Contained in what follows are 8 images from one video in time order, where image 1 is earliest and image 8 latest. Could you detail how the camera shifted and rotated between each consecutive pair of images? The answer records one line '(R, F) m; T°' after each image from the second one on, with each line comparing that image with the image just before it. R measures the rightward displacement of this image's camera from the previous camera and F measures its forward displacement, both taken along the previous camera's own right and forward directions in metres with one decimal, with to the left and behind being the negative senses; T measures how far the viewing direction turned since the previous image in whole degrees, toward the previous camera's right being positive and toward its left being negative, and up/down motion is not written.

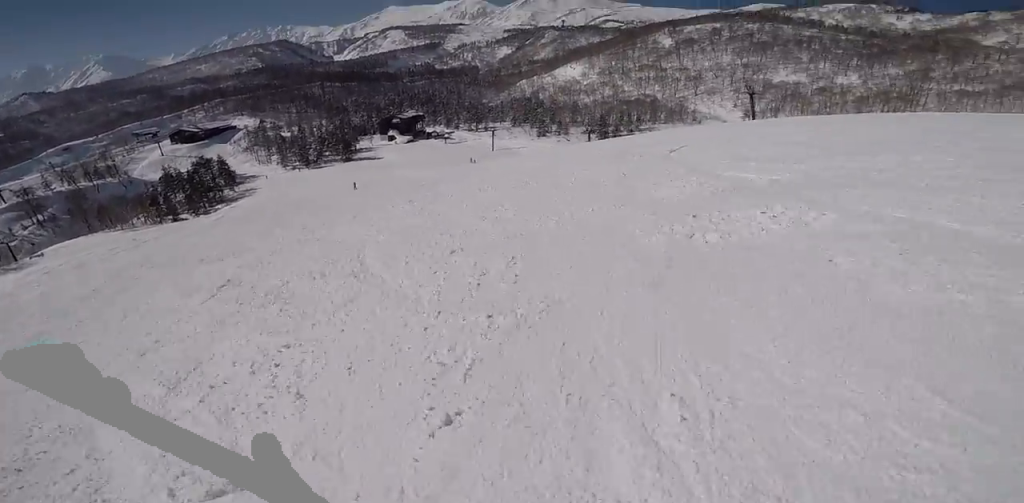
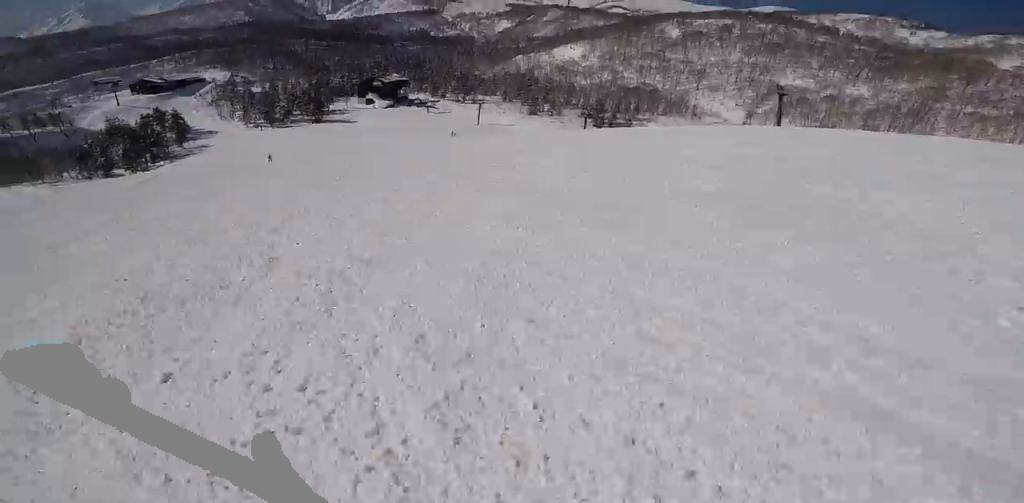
(+0.9, +10.5) m; -9°
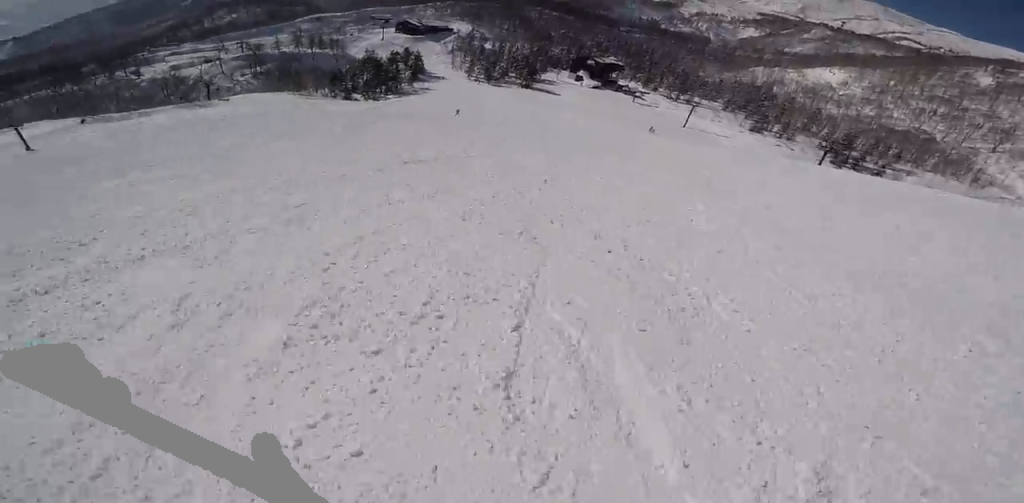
(-1.1, +6.1) m; -15°
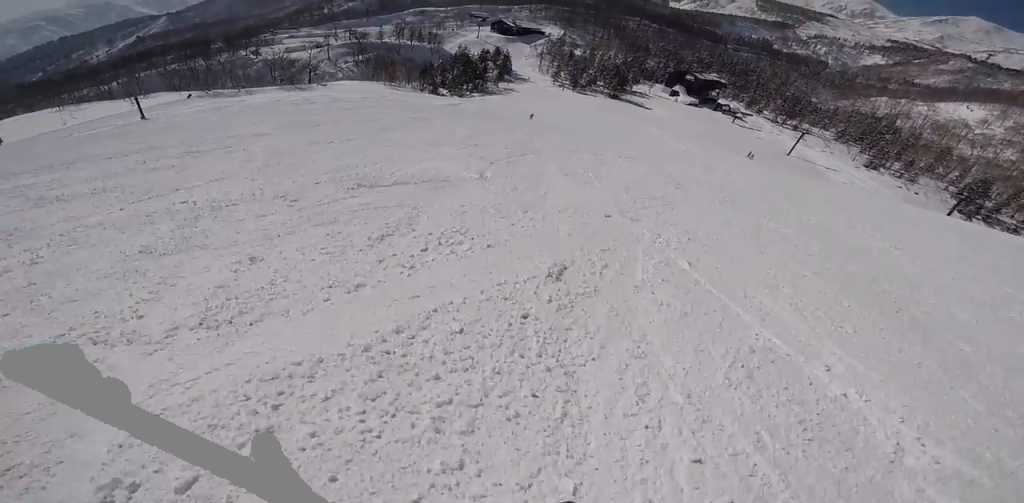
(-0.7, +4.9) m; -11°
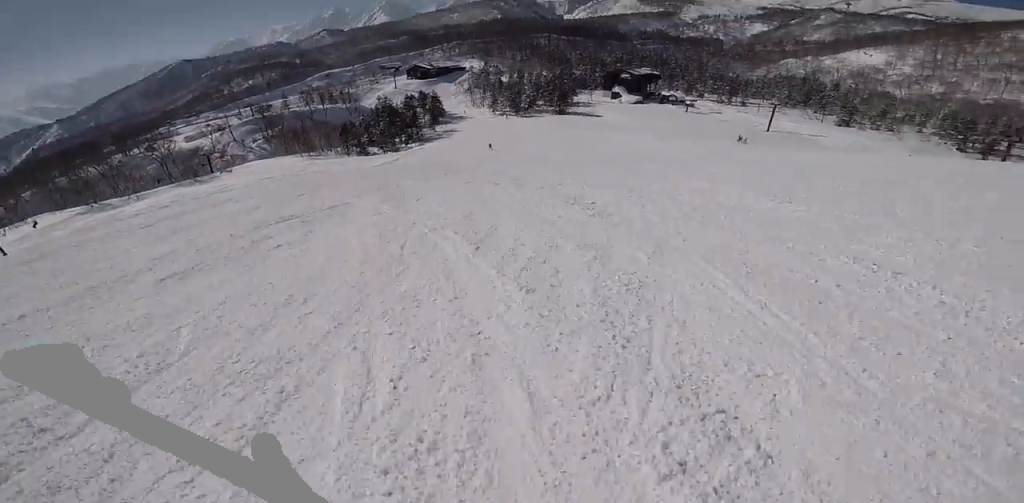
(0.0, +18.7) m; +11°
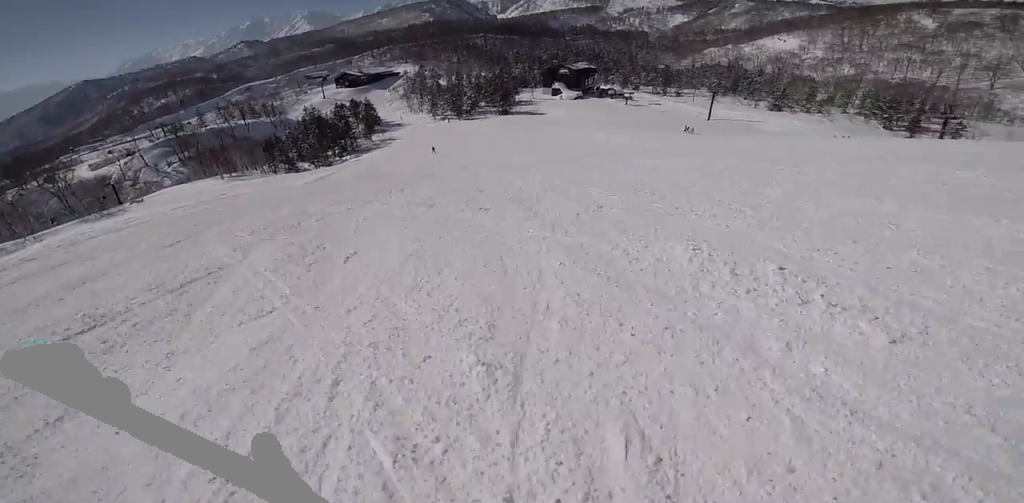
(+0.7, +5.2) m; 0°
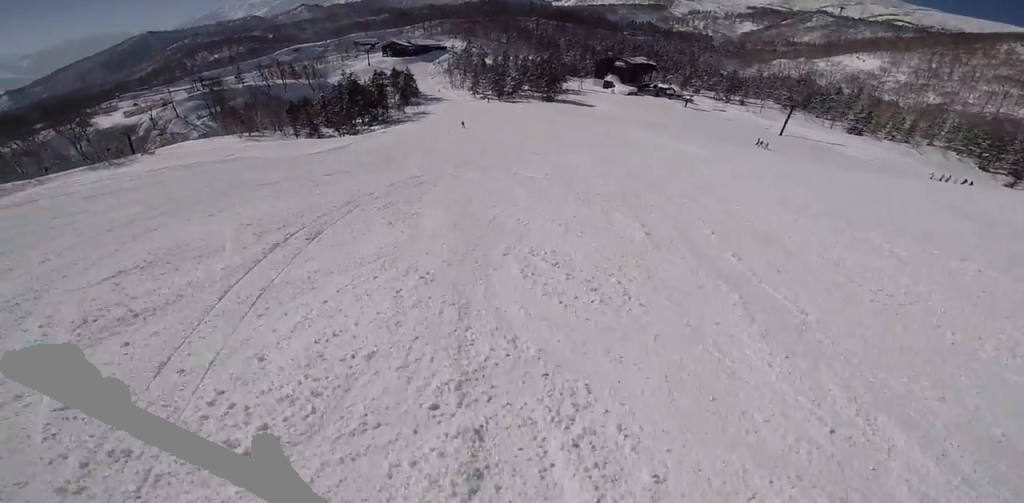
(+0.2, +9.4) m; -2°
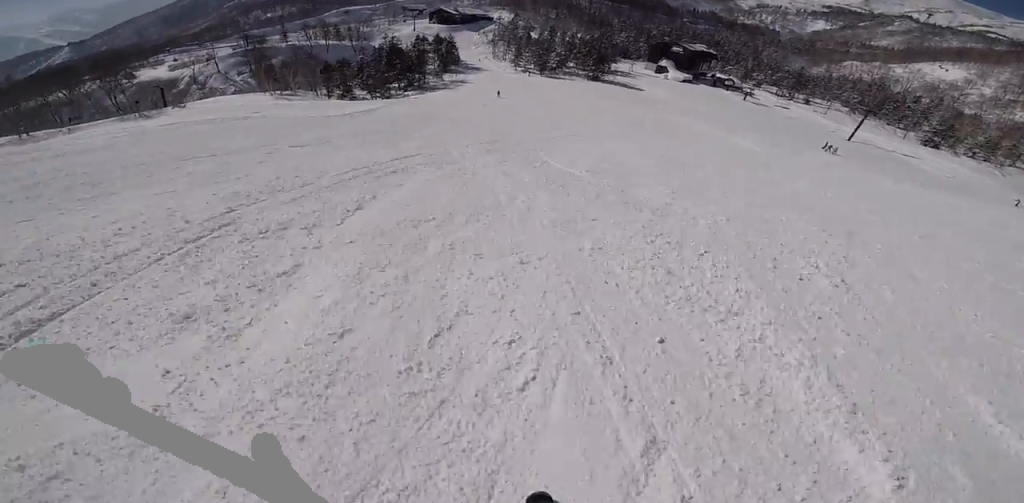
(-0.5, +4.7) m; -2°
